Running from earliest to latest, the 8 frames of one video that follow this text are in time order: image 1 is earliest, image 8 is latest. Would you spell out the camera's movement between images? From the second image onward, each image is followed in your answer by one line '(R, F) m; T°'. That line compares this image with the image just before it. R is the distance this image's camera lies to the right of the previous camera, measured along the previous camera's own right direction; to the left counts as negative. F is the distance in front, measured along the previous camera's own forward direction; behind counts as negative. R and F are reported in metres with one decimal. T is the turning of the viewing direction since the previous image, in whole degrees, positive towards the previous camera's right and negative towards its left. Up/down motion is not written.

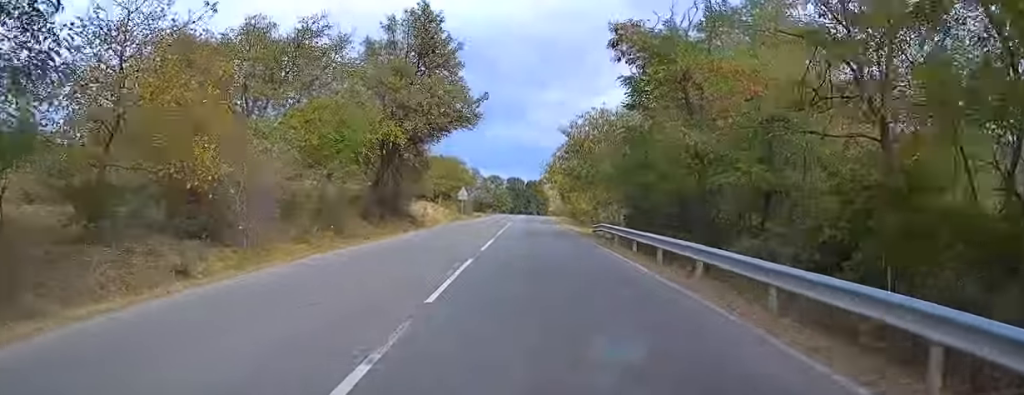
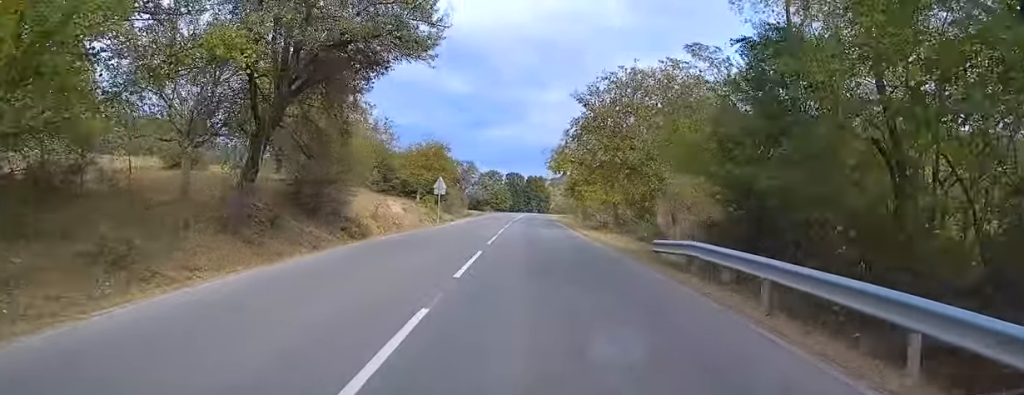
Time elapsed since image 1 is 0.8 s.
(+0.2, +15.6) m; +1°
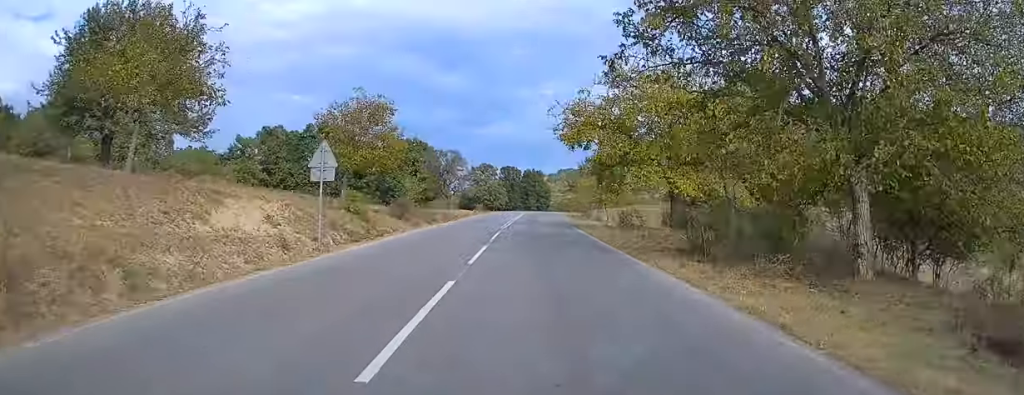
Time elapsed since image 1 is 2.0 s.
(+0.1, +24.5) m; 0°
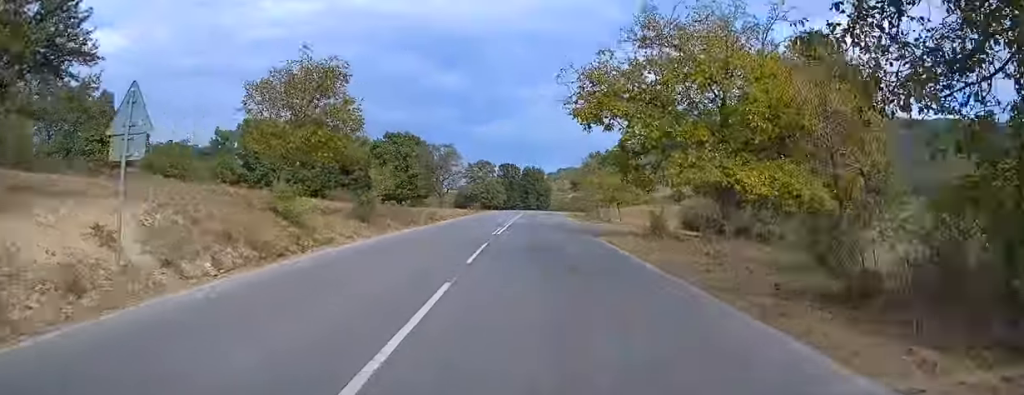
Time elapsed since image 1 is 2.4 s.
(0.0, +9.5) m; 0°
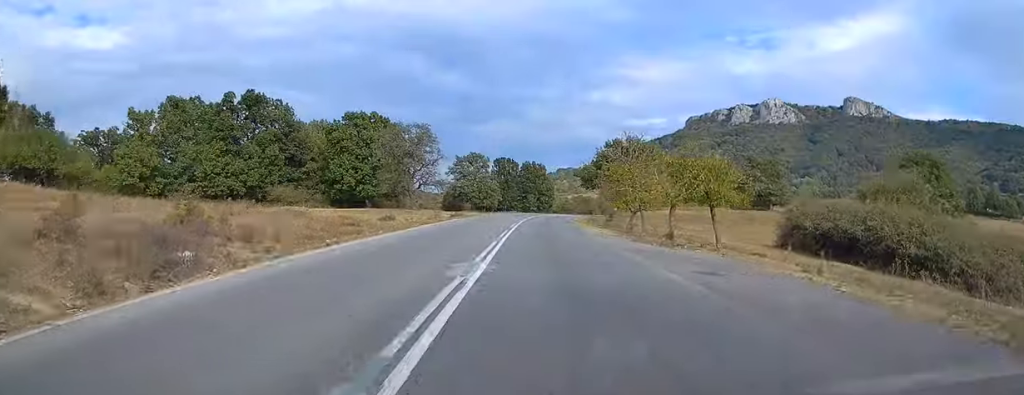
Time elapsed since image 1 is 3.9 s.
(0.0, +29.3) m; 0°
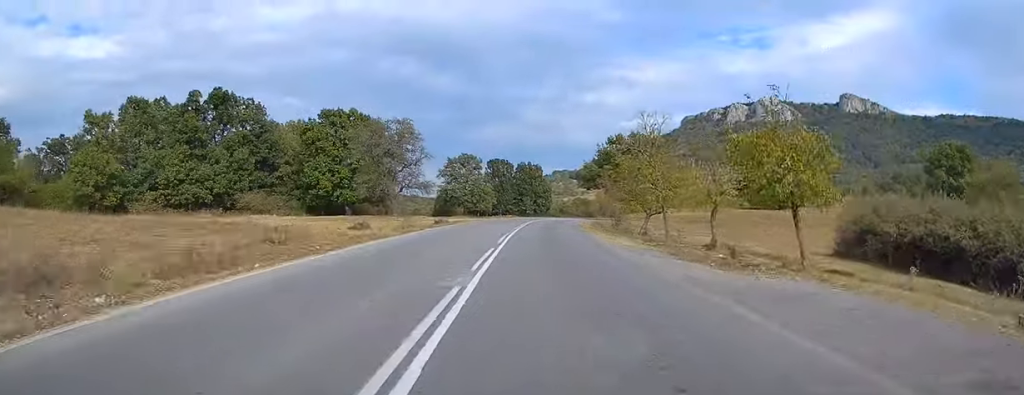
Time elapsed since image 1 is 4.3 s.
(0.0, +9.6) m; 0°
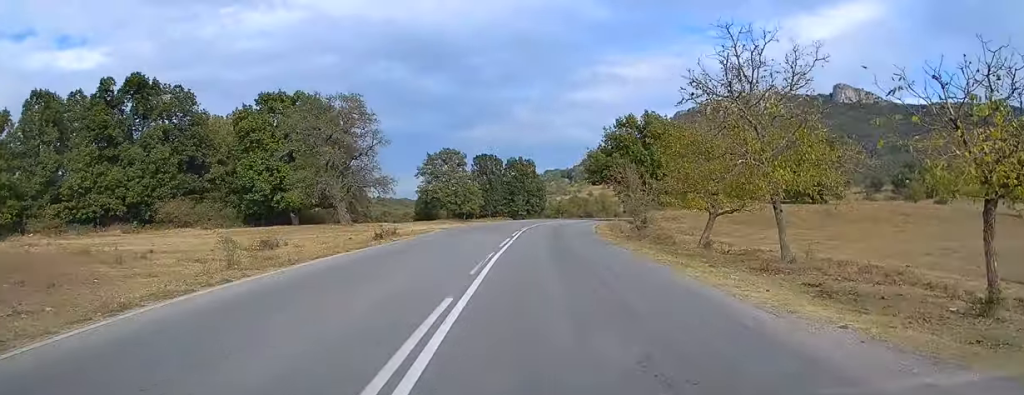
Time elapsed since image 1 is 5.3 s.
(+0.1, +19.3) m; +1°
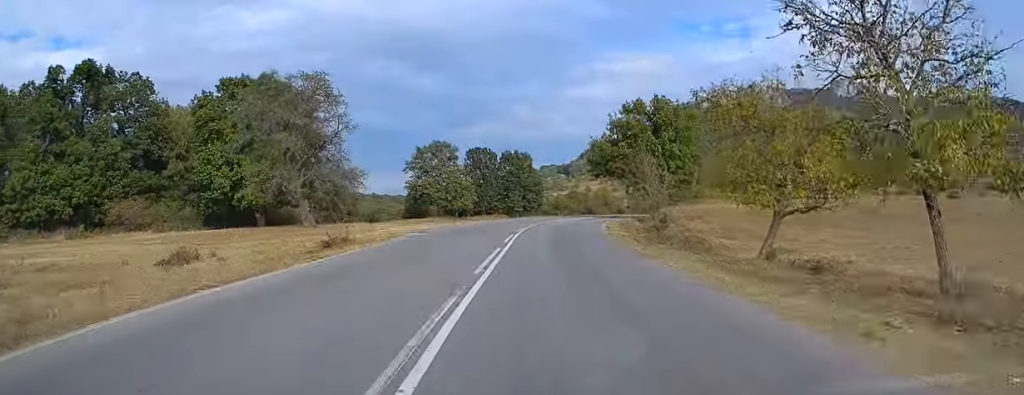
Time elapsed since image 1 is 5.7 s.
(0.0, +8.9) m; +1°
